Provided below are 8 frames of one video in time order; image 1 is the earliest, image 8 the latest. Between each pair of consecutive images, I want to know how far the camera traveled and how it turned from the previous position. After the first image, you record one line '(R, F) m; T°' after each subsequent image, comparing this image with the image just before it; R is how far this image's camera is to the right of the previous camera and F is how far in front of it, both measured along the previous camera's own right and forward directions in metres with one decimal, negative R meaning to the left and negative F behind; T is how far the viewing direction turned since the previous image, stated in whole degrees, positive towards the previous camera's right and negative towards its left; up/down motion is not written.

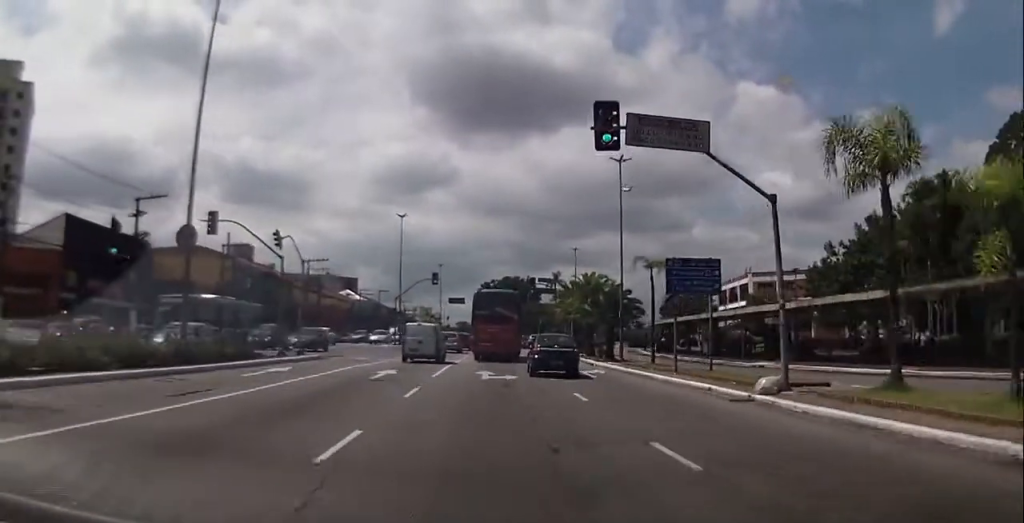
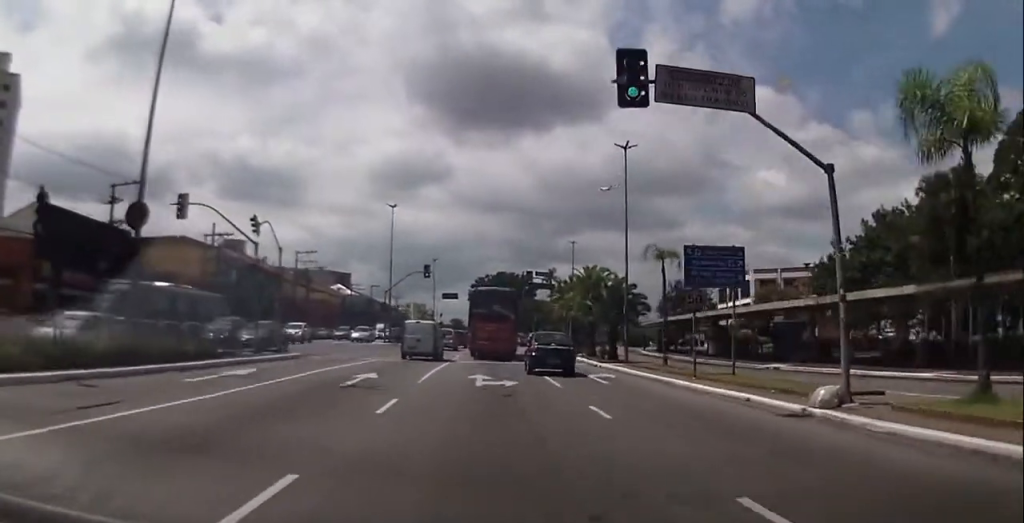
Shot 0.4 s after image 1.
(0.0, +3.0) m; 0°
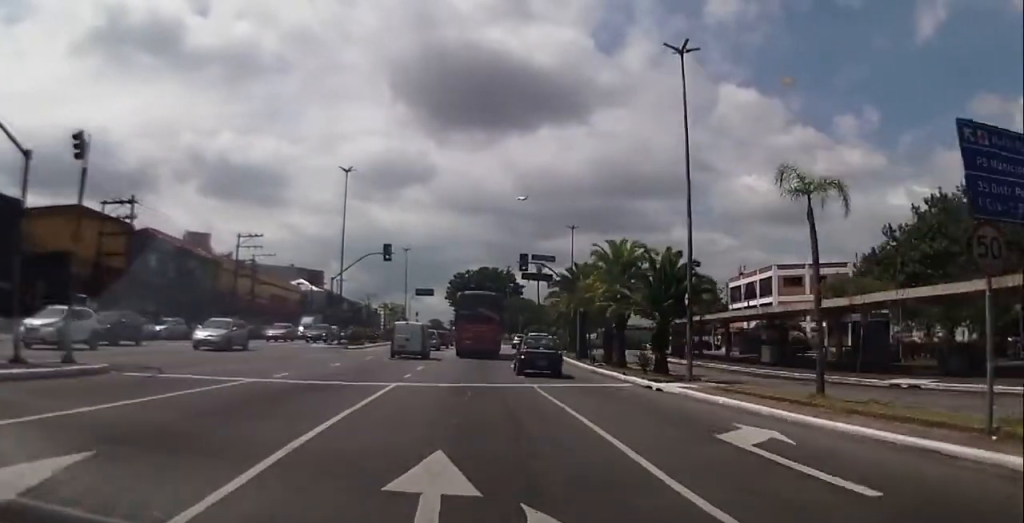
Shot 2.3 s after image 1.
(+0.1, +14.6) m; +3°
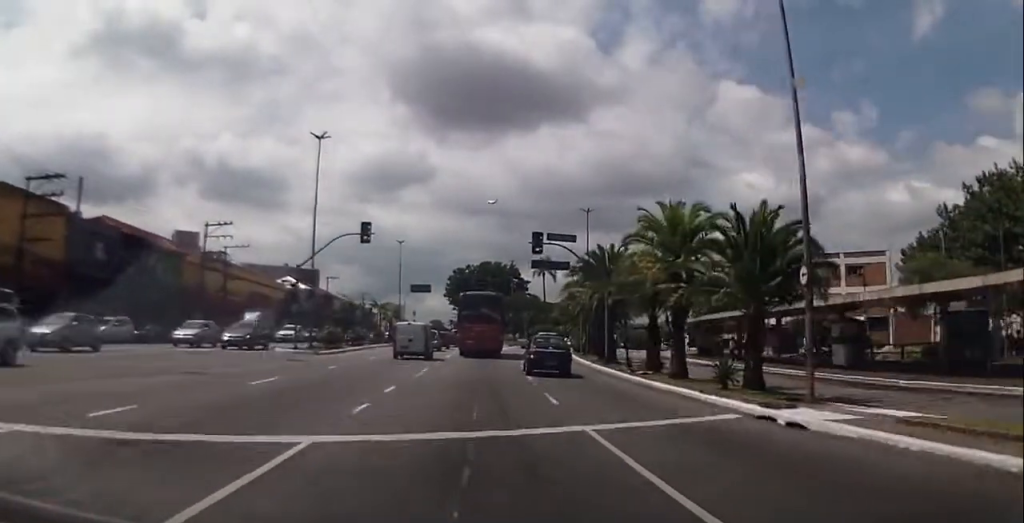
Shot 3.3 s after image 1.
(+0.3, +8.9) m; -1°
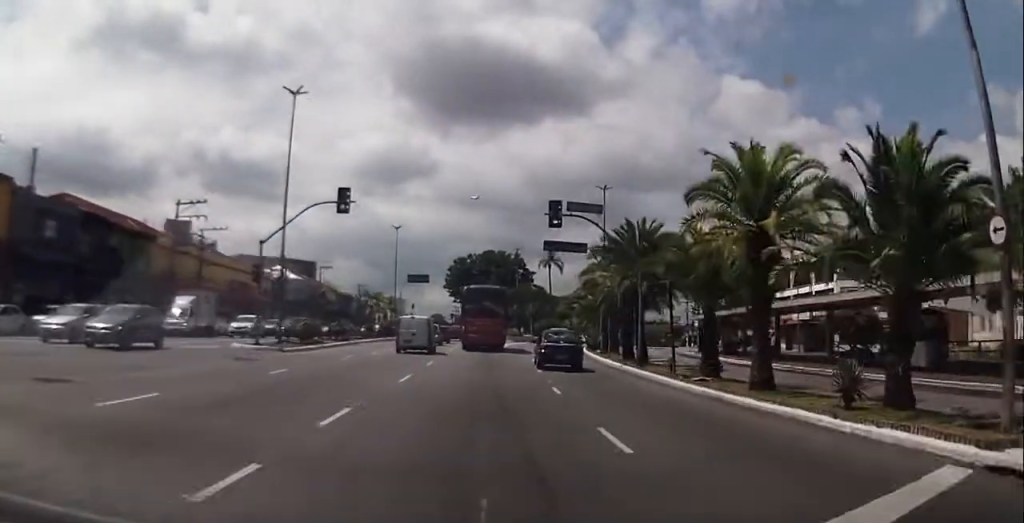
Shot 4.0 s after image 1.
(-0.3, +6.6) m; -2°
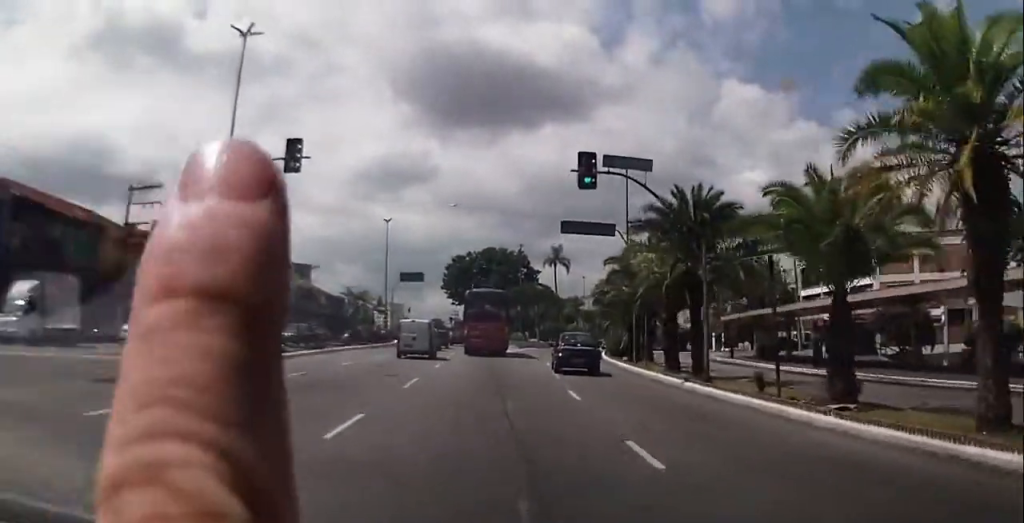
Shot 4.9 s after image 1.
(0.0, +8.1) m; +2°
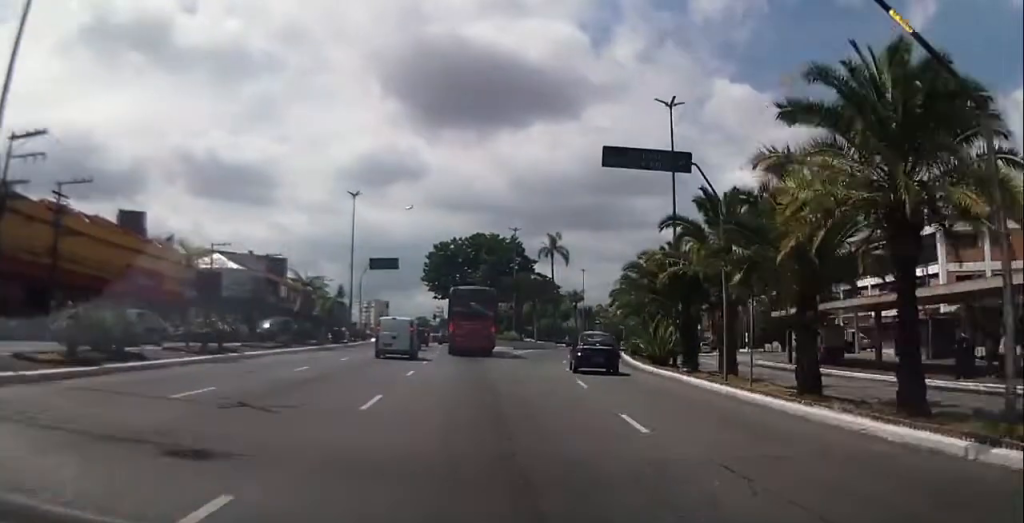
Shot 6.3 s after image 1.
(+0.4, +13.0) m; 0°
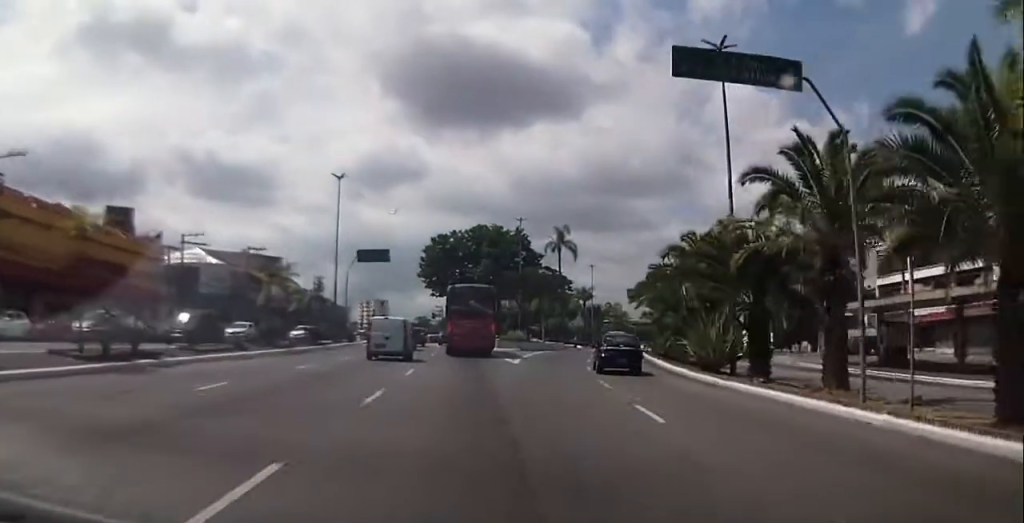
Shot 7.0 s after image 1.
(-0.3, +6.9) m; -2°
